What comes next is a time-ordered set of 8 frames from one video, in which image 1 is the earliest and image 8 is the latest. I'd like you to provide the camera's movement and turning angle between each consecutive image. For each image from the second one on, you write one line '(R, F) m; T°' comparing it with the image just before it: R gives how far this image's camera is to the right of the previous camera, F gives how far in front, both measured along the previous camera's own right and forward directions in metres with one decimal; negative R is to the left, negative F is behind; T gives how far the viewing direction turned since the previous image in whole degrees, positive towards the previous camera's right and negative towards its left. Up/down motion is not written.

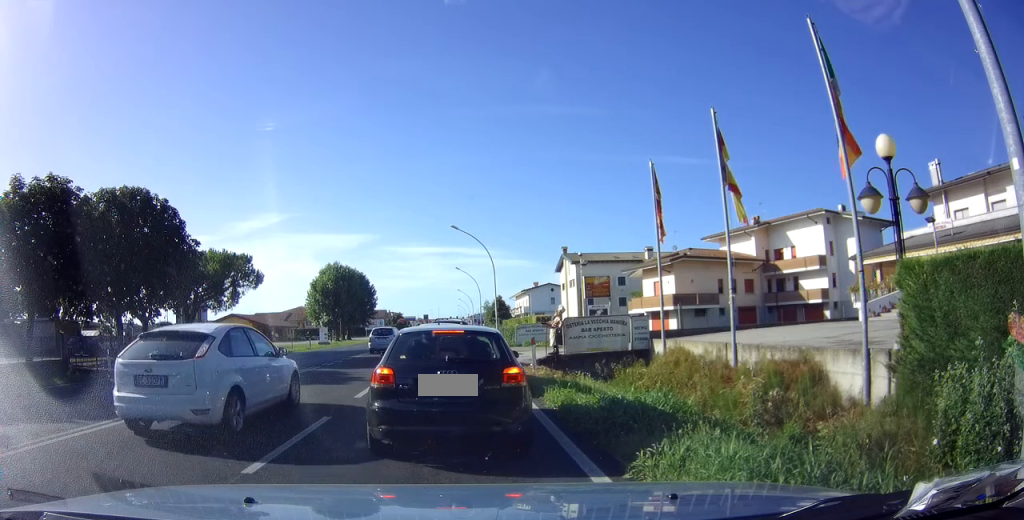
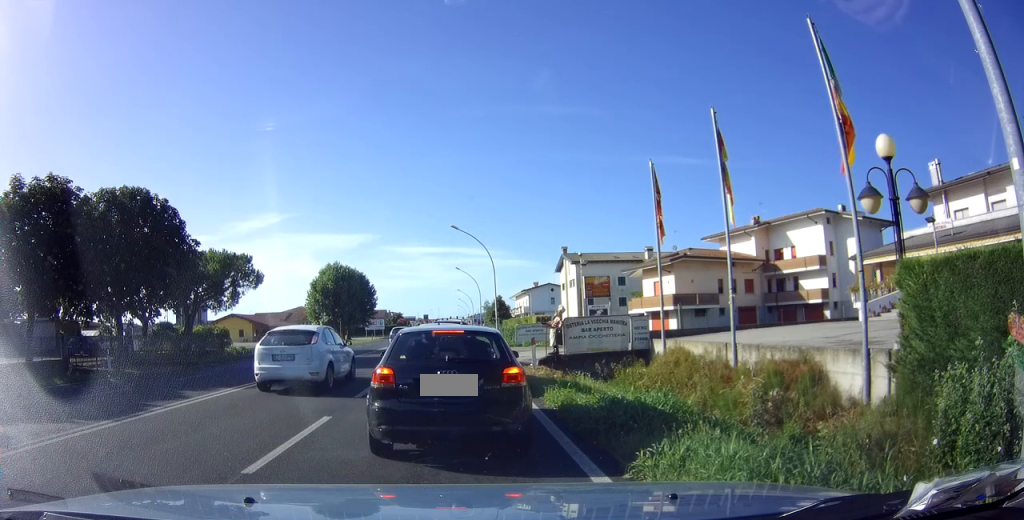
(0.0, 0.0) m; 0°
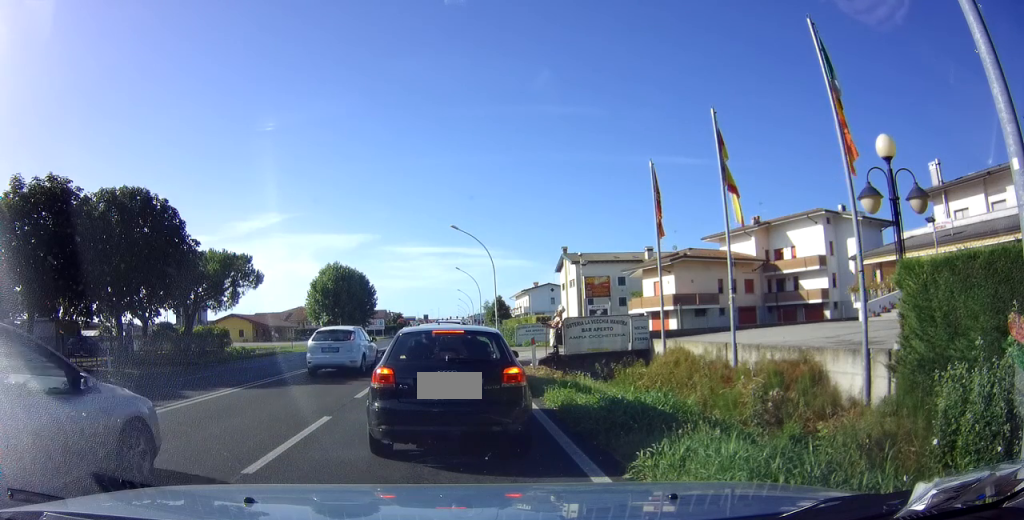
(0.0, 0.0) m; 0°
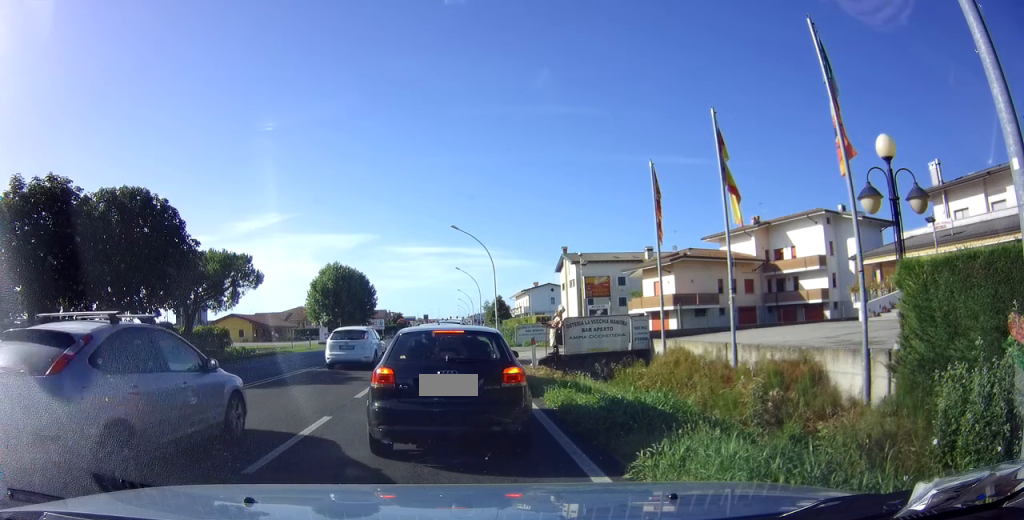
(0.0, 0.0) m; 0°
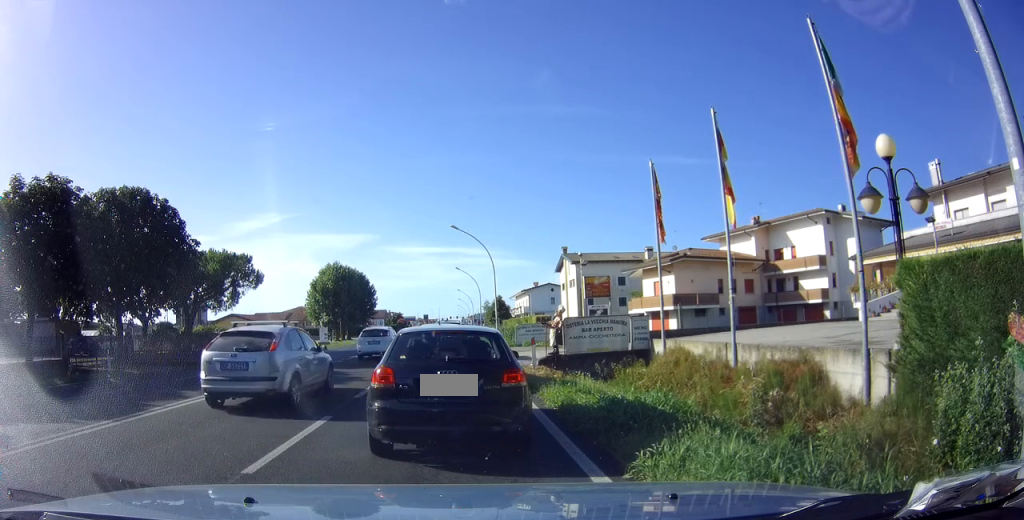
(0.0, 0.0) m; 0°
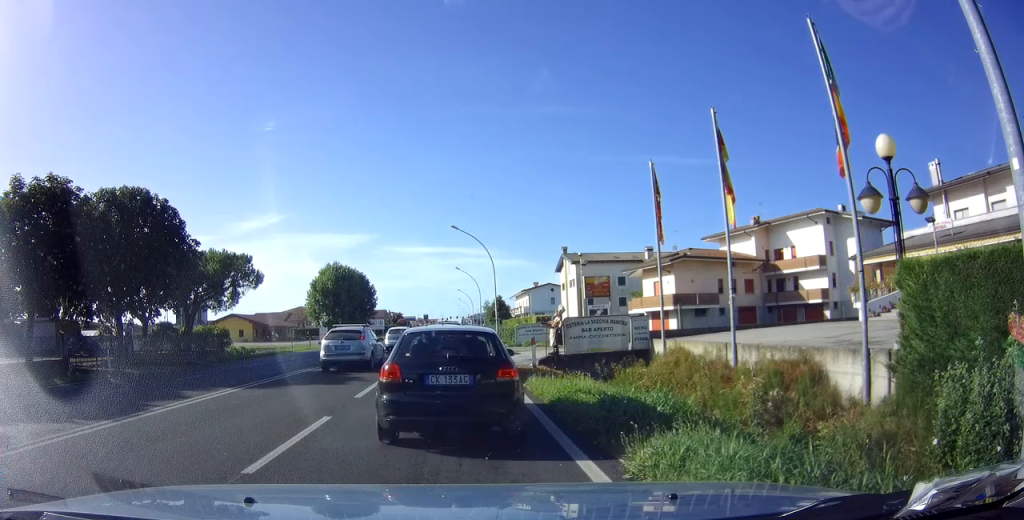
(0.0, 0.0) m; 0°
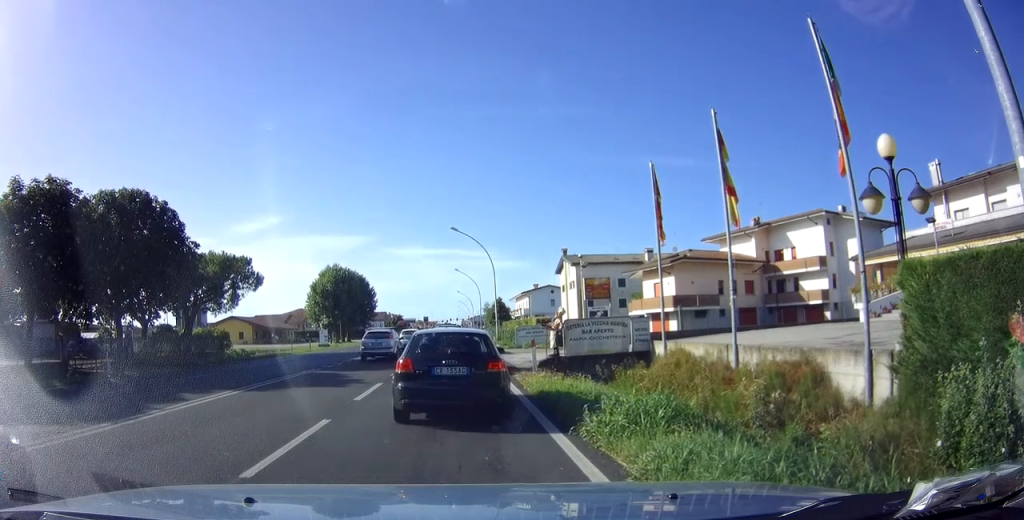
(0.0, +0.5) m; 0°
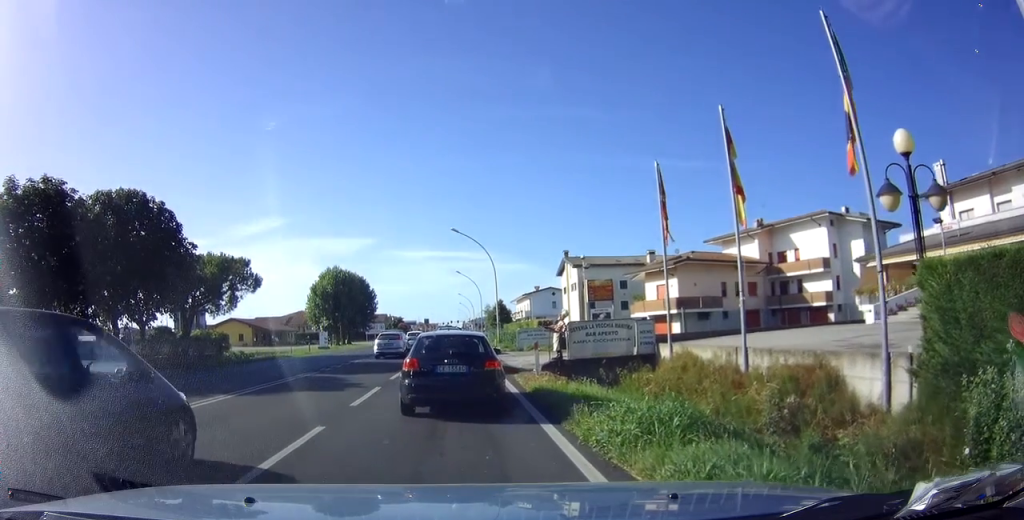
(0.0, +0.3) m; 0°
